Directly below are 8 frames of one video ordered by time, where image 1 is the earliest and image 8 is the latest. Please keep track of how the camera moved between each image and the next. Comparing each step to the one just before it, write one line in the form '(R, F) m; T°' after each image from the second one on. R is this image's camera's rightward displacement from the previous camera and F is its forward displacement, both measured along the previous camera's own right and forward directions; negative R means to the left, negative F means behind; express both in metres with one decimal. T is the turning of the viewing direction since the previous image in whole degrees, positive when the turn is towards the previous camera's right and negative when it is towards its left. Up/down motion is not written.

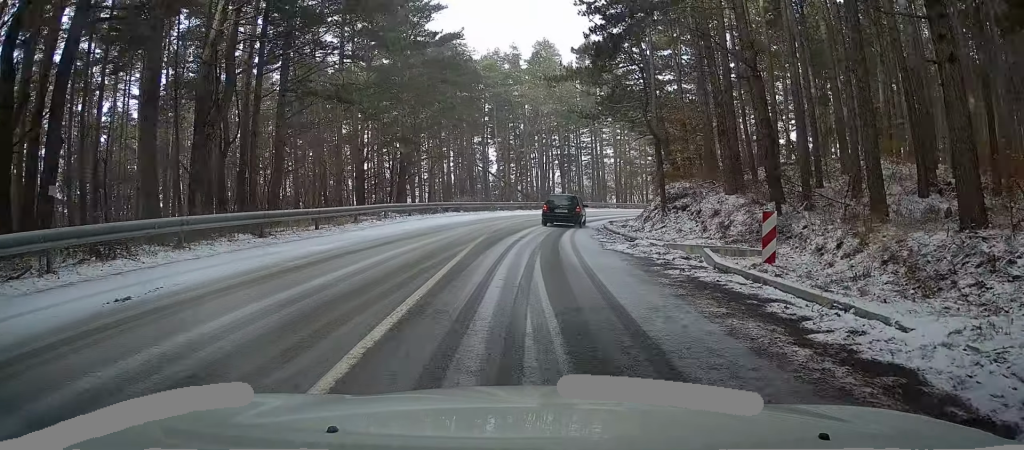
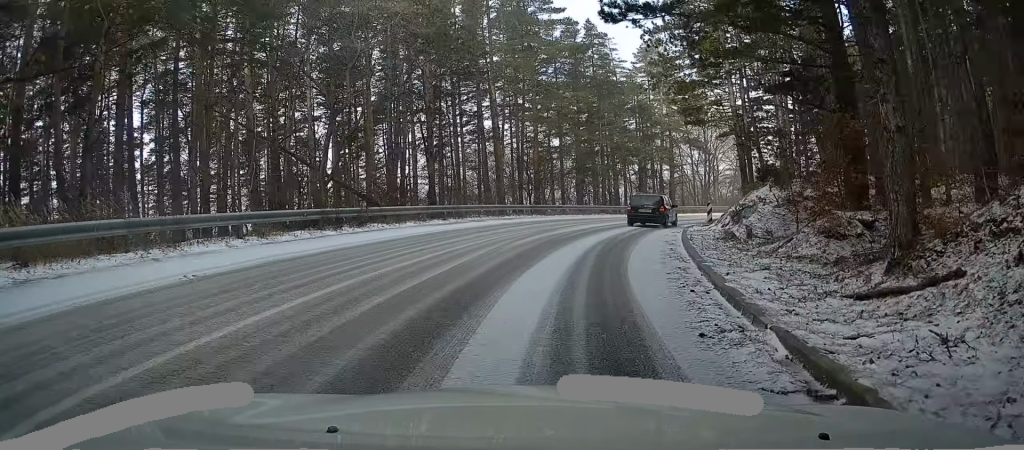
(+2.7, +31.3) m; +12°
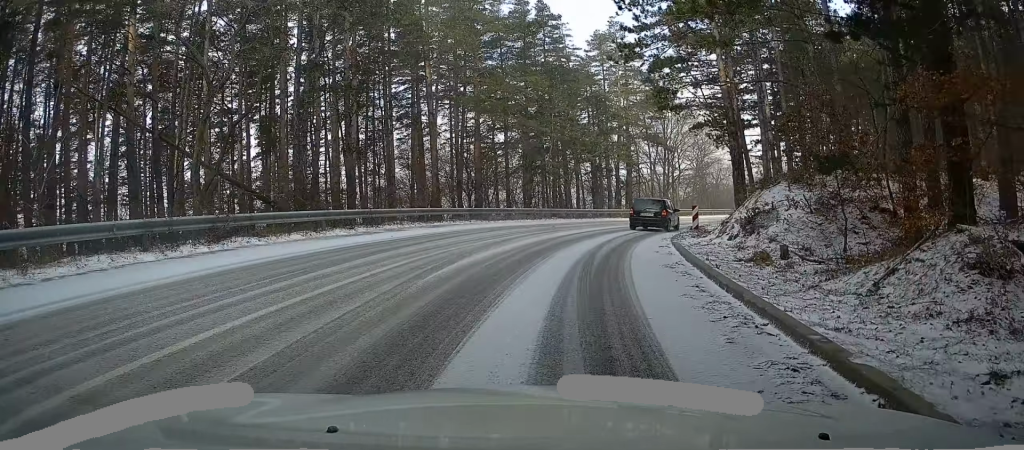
(-0.2, +6.6) m; +2°
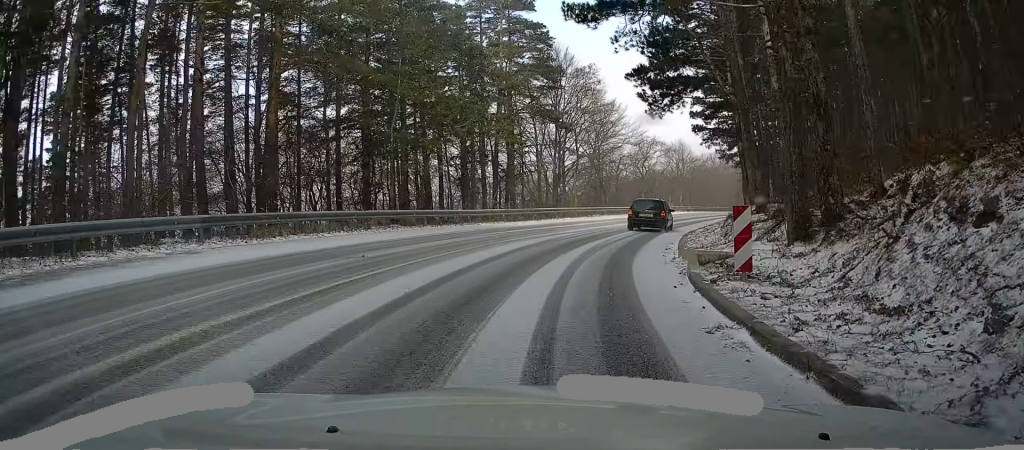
(+1.0, +15.2) m; +9°
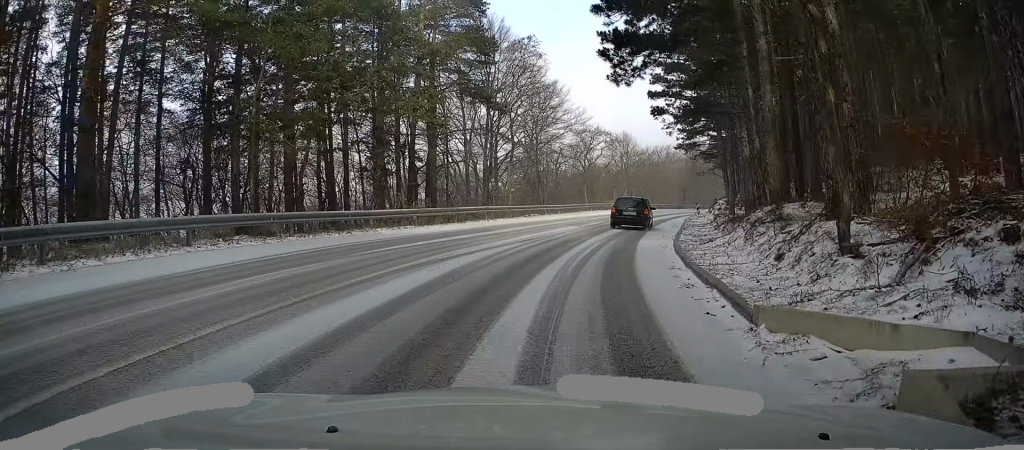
(+0.3, +7.7) m; +8°
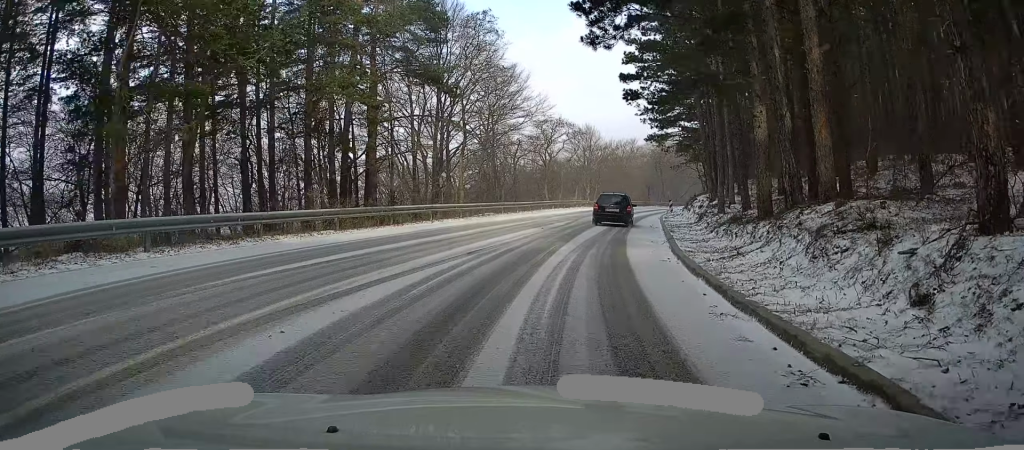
(+0.1, +4.8) m; +4°
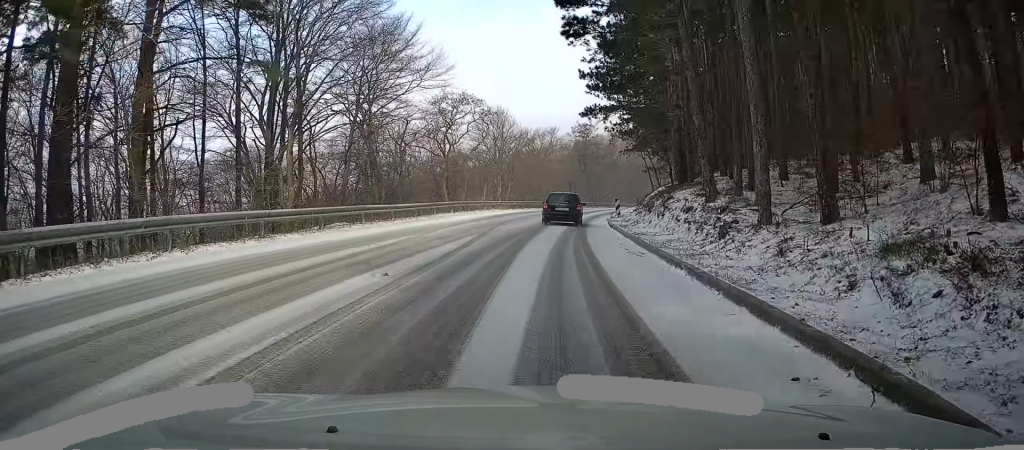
(+1.5, +13.3) m; +7°
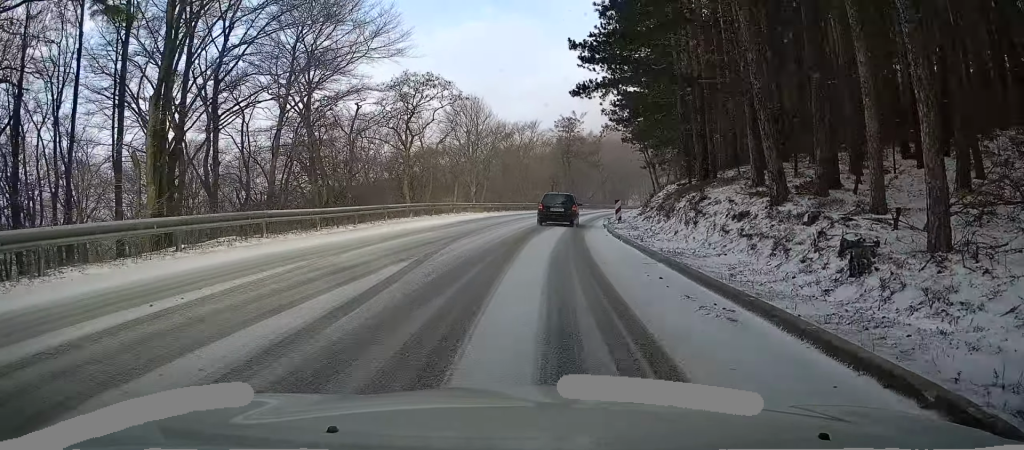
(-0.1, +6.6) m; +1°
